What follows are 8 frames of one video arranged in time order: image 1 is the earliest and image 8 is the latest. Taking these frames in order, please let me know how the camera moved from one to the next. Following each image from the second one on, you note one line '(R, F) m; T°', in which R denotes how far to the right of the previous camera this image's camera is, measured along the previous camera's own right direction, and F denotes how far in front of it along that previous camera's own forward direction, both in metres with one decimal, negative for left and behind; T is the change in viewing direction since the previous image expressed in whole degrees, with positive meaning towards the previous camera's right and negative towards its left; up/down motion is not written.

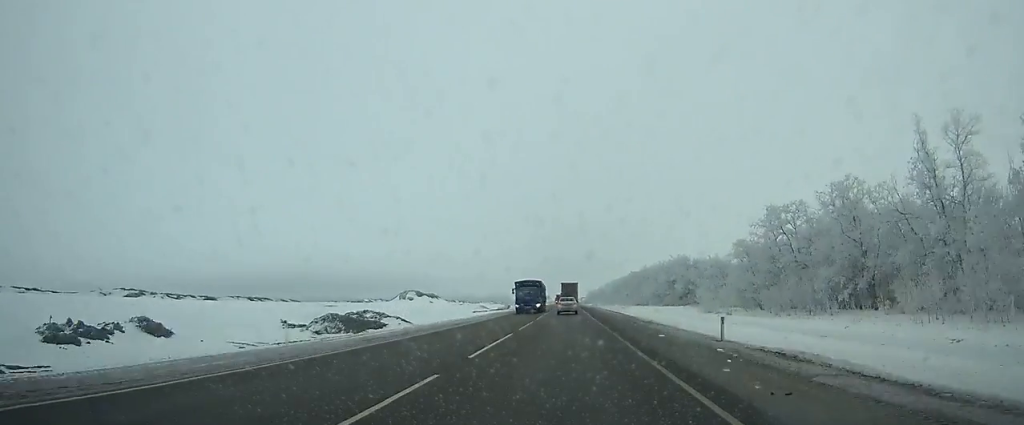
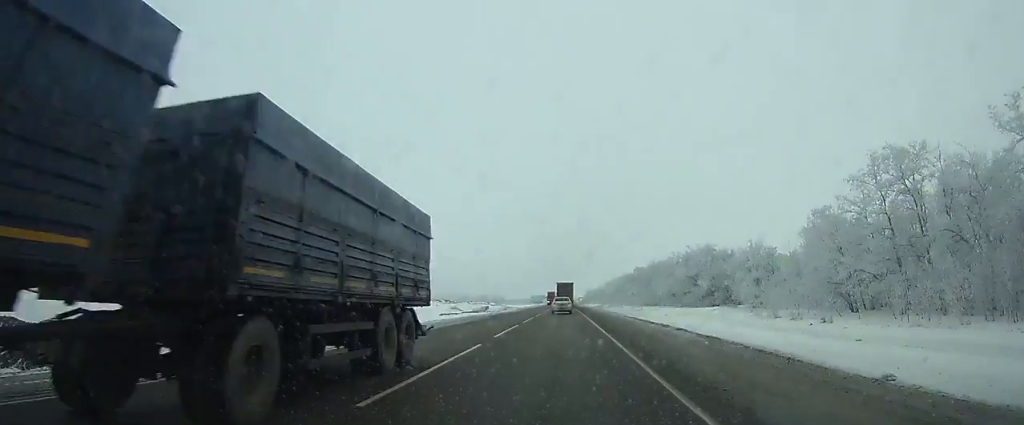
(0.0, +30.5) m; 0°
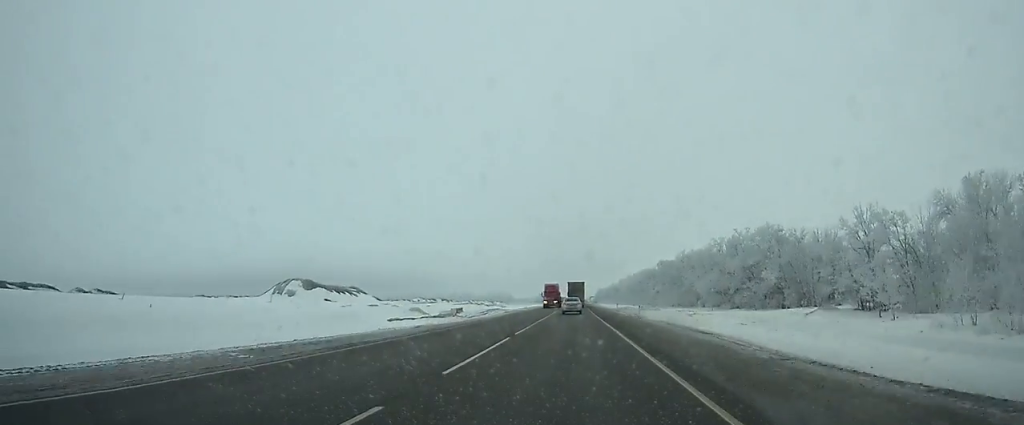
(0.0, +35.2) m; 0°
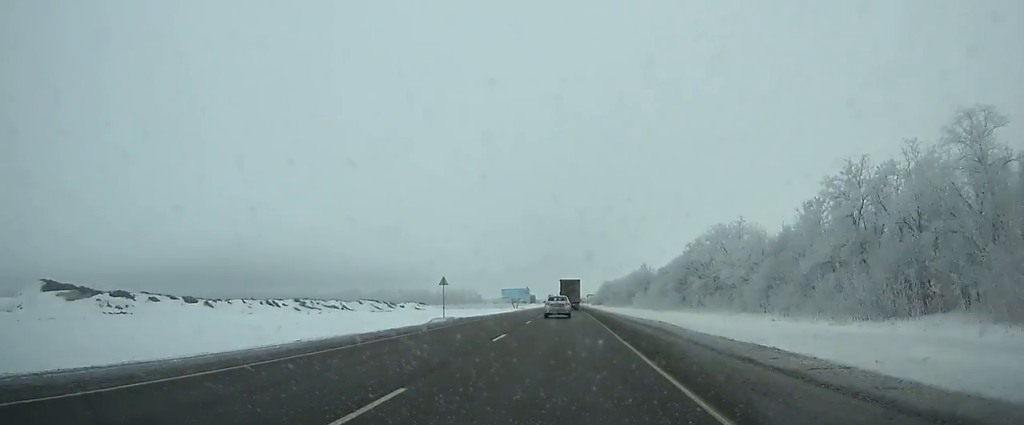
(-0.2, +230.2) m; 0°
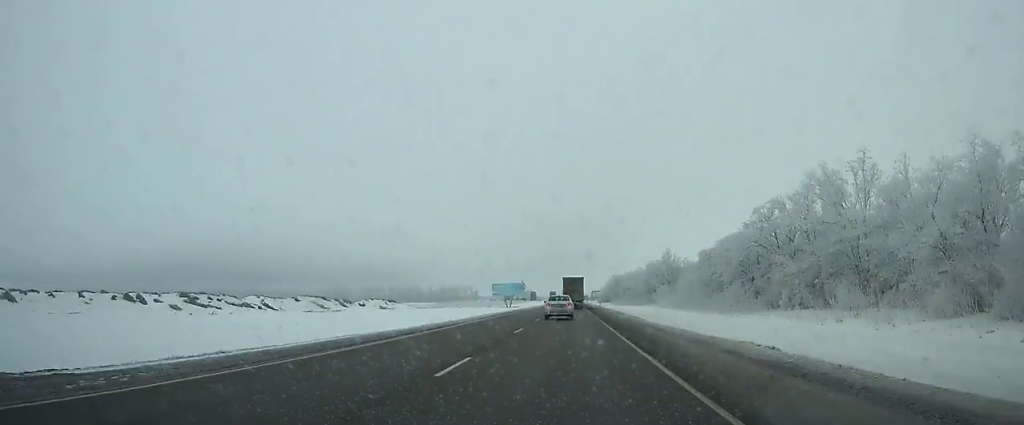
(0.0, +48.1) m; 0°
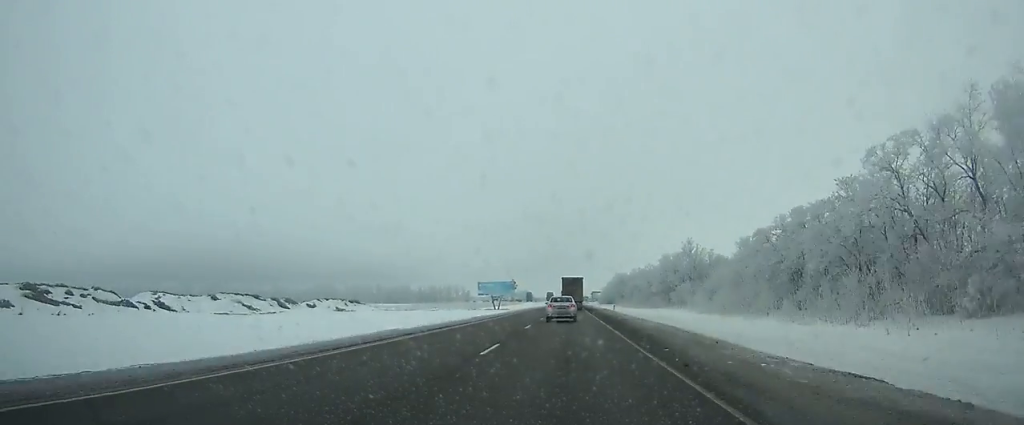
(0.0, +36.3) m; 0°
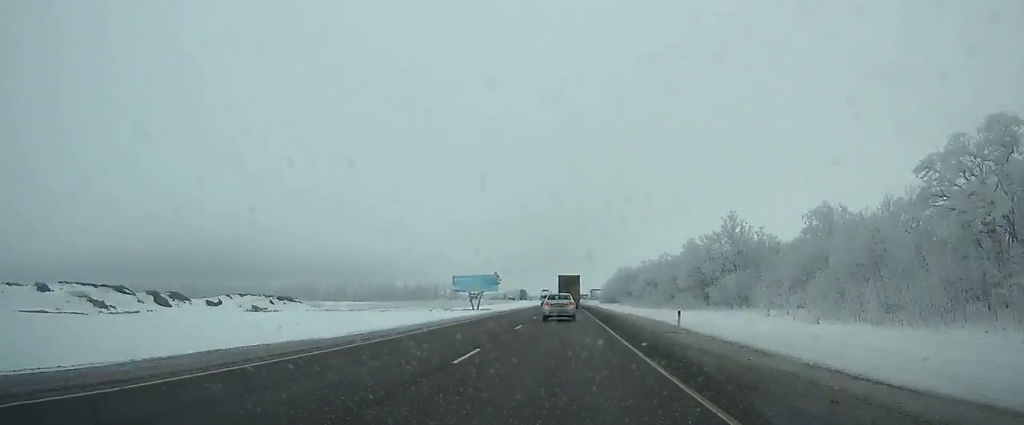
(0.0, +42.4) m; 0°
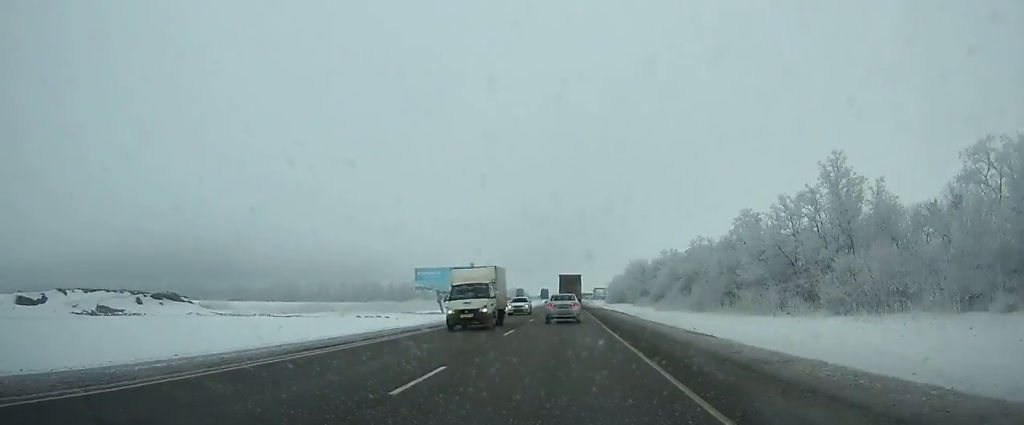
(+0.1, +43.8) m; 0°
